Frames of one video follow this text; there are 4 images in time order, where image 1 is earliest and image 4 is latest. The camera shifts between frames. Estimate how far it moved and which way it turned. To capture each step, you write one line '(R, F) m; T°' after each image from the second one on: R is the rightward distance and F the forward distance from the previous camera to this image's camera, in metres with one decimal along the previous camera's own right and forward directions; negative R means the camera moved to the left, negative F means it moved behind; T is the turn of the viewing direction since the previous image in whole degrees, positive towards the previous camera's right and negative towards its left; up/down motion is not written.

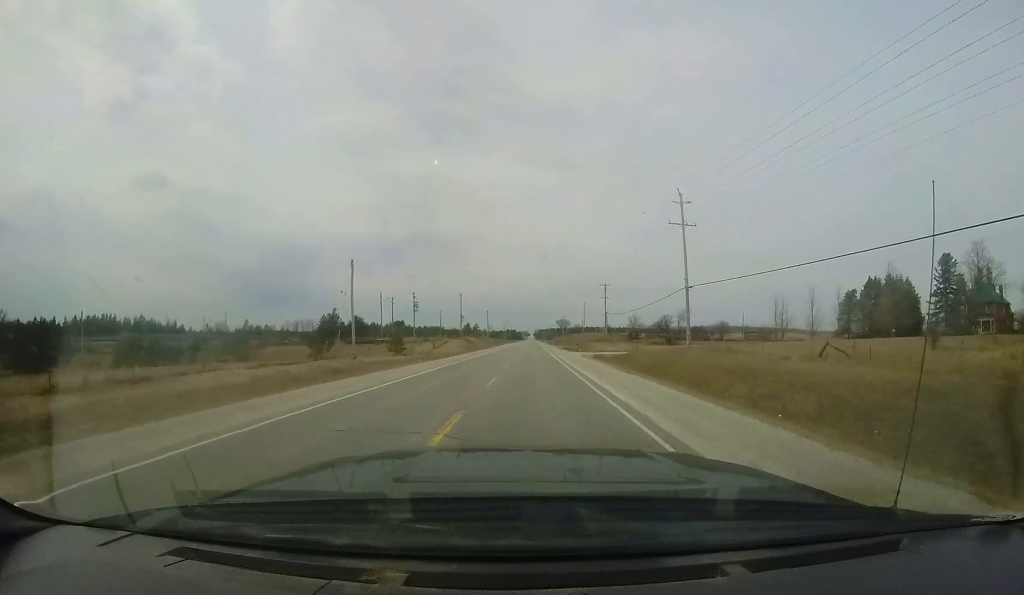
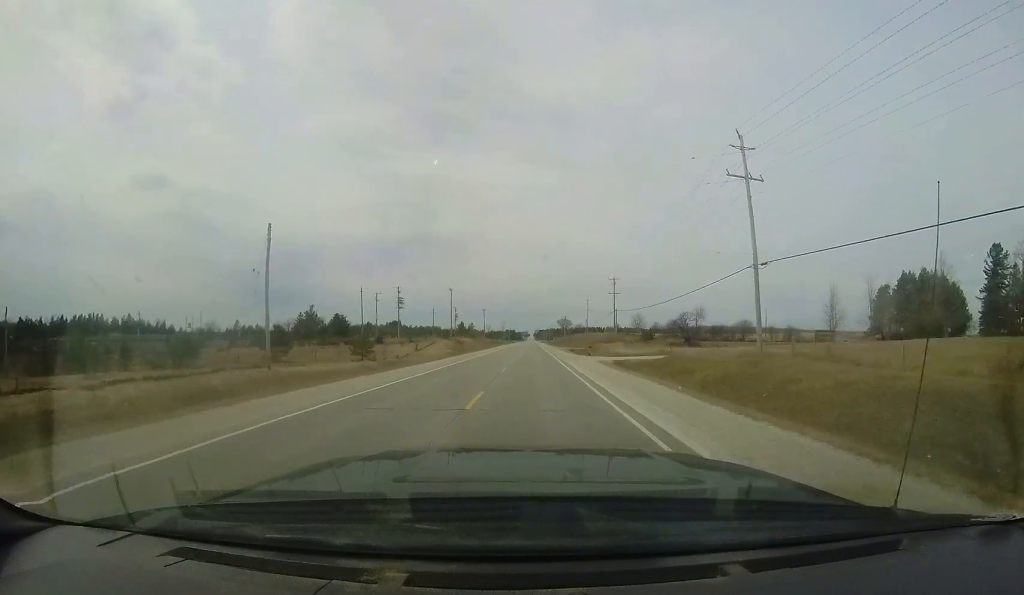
(+0.3, +12.1) m; +1°
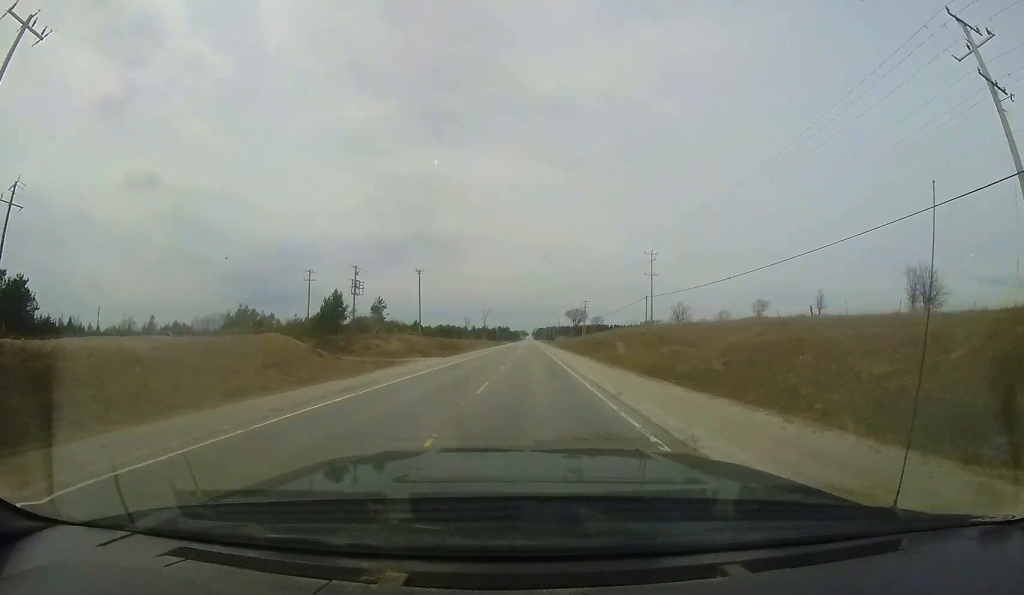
(-1.0, +87.0) m; -1°
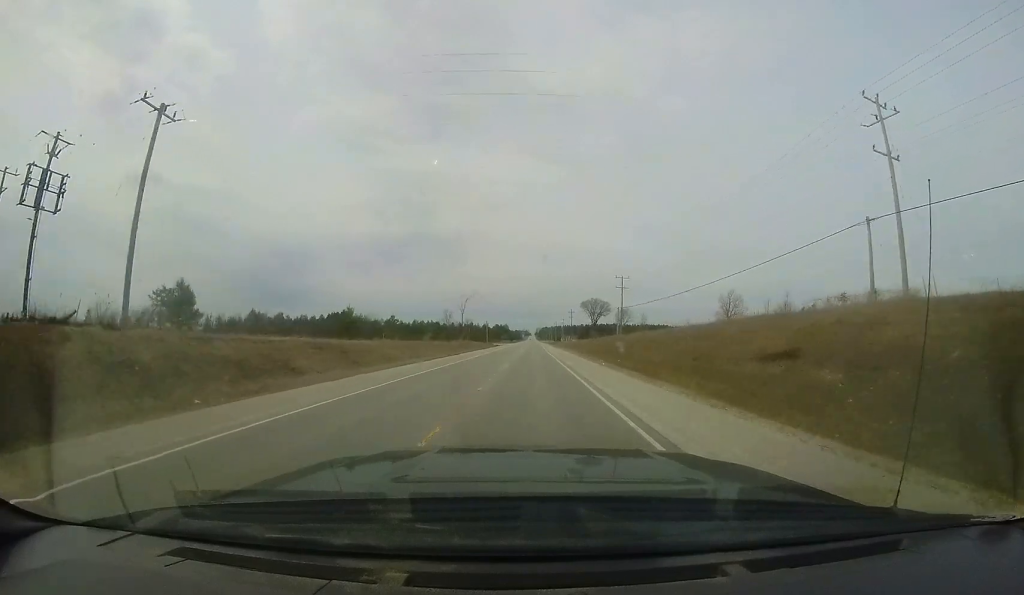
(+0.5, +52.4) m; 0°
